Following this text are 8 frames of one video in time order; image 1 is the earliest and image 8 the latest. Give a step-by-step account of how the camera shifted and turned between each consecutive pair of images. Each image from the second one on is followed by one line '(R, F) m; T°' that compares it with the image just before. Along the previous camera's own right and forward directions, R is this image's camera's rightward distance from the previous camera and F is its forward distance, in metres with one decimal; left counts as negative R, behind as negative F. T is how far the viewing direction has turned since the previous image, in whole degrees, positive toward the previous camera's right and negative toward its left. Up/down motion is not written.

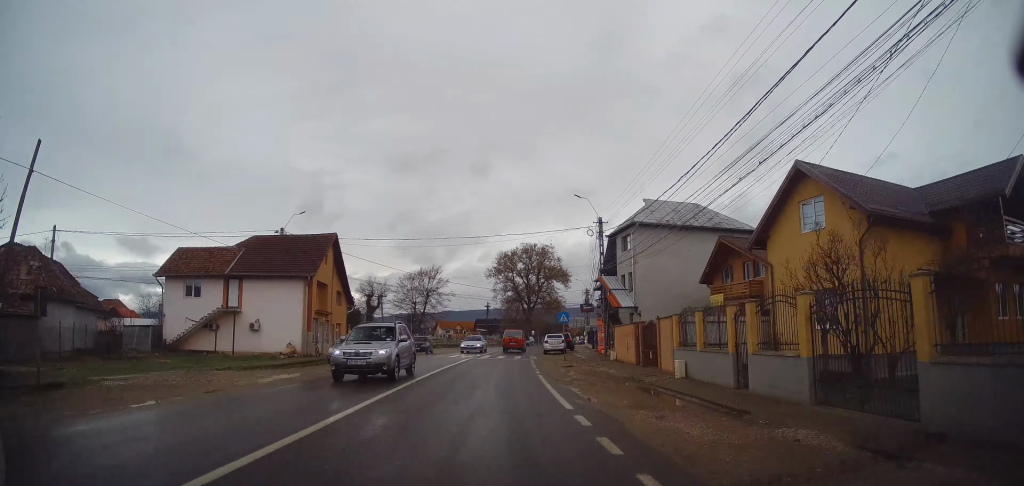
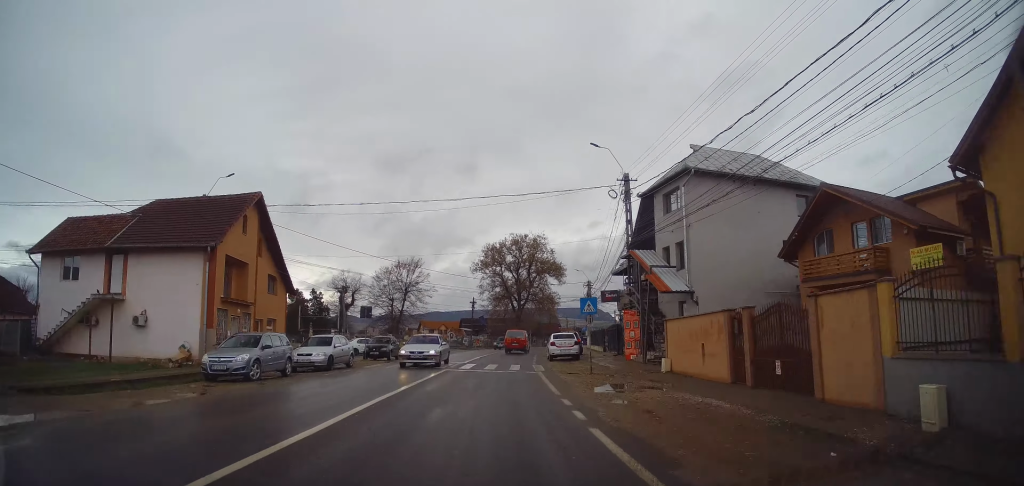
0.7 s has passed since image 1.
(+0.1, +11.5) m; +1°
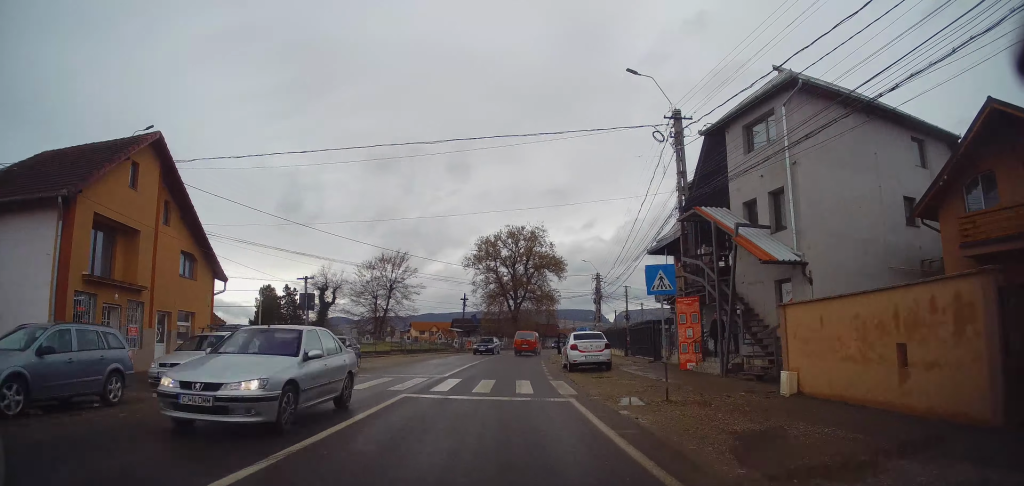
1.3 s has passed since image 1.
(-0.4, +9.0) m; +1°
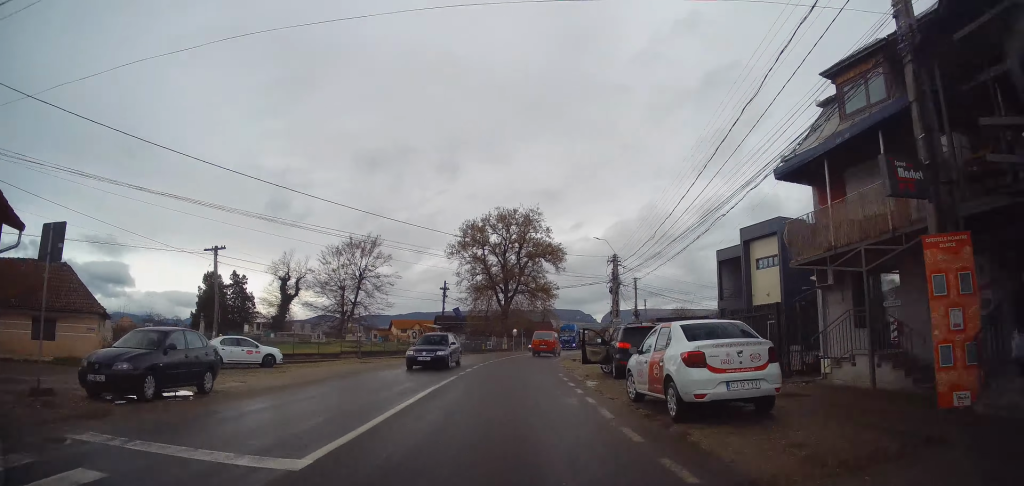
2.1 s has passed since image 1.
(+0.6, +12.6) m; +4°
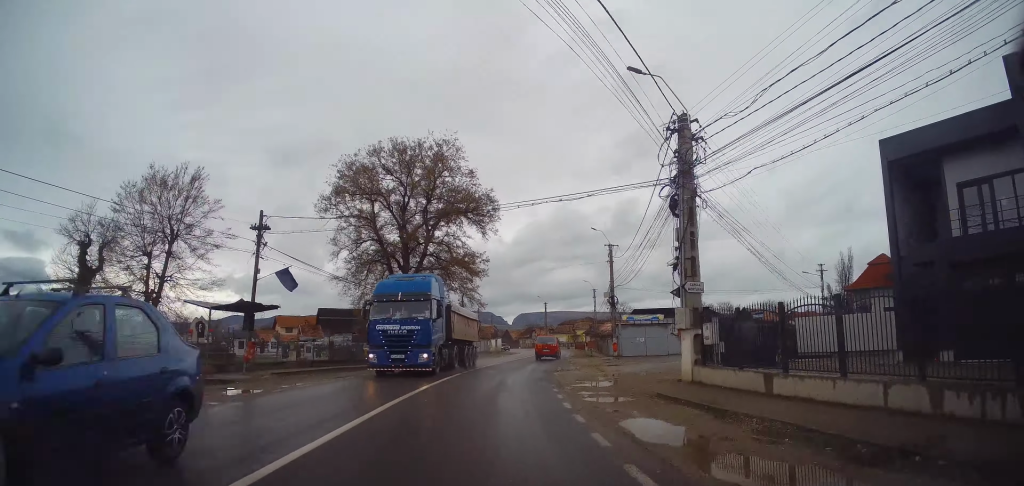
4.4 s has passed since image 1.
(+1.6, +31.4) m; +6°
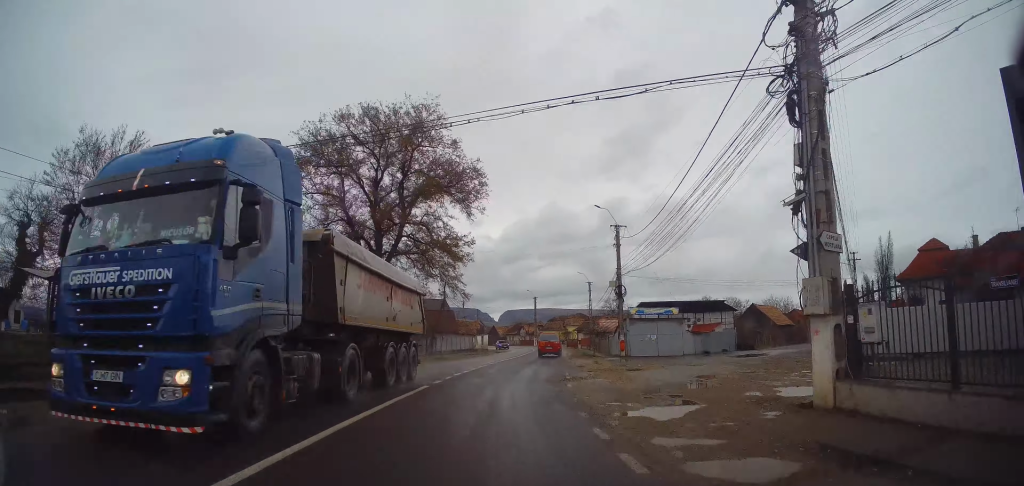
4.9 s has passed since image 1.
(+0.3, +7.4) m; +2°
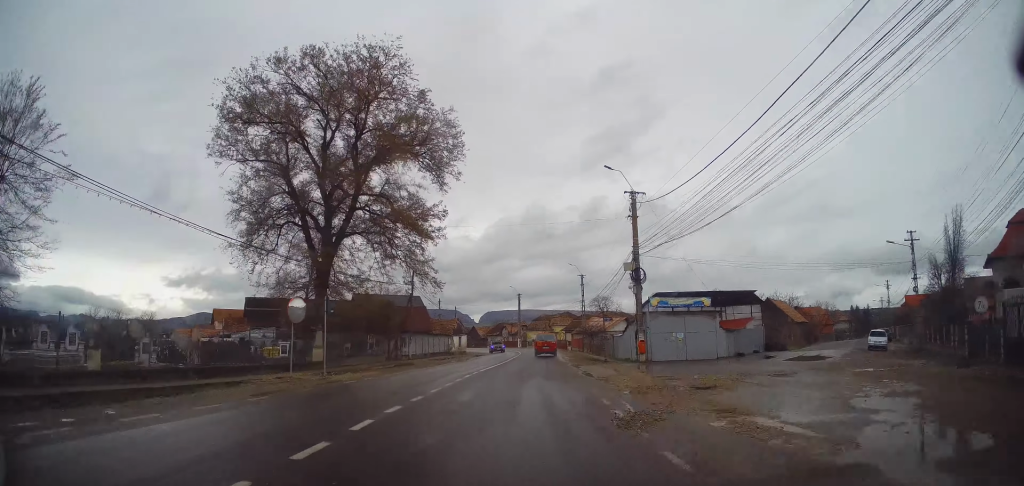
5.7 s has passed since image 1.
(+0.3, +10.1) m; +4°
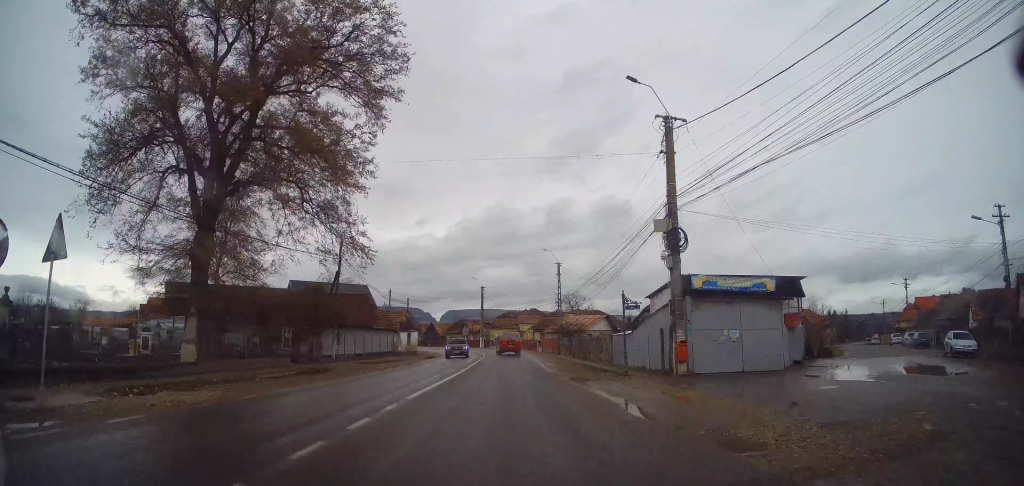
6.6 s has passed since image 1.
(+0.4, +11.9) m; +4°
